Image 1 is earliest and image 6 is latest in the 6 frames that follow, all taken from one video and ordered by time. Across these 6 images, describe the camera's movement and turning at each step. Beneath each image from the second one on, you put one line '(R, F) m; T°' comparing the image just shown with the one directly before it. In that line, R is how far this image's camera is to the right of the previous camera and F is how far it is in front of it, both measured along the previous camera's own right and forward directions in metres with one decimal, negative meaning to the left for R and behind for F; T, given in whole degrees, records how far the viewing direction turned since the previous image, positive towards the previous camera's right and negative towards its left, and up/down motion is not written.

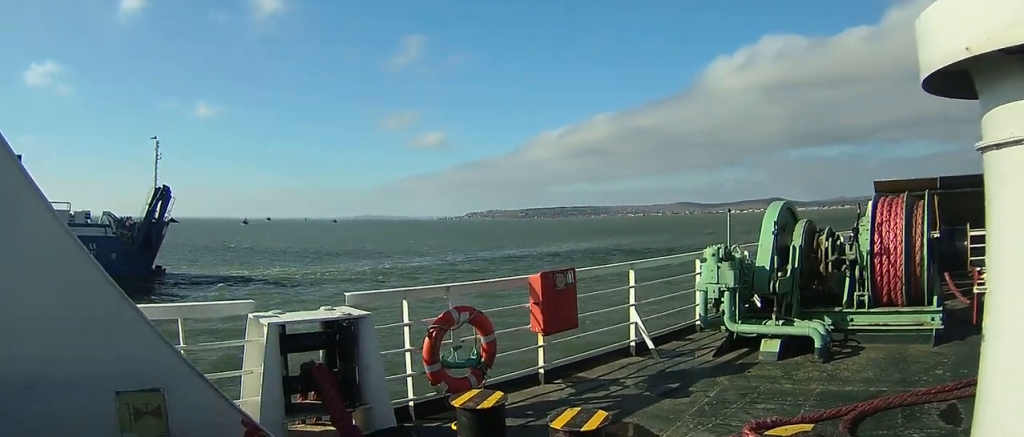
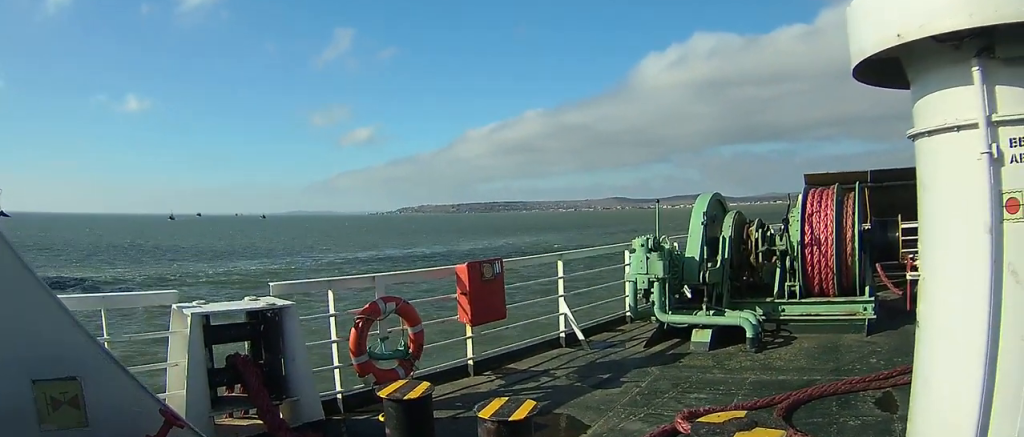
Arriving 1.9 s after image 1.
(-0.3, +8.9) m; 0°
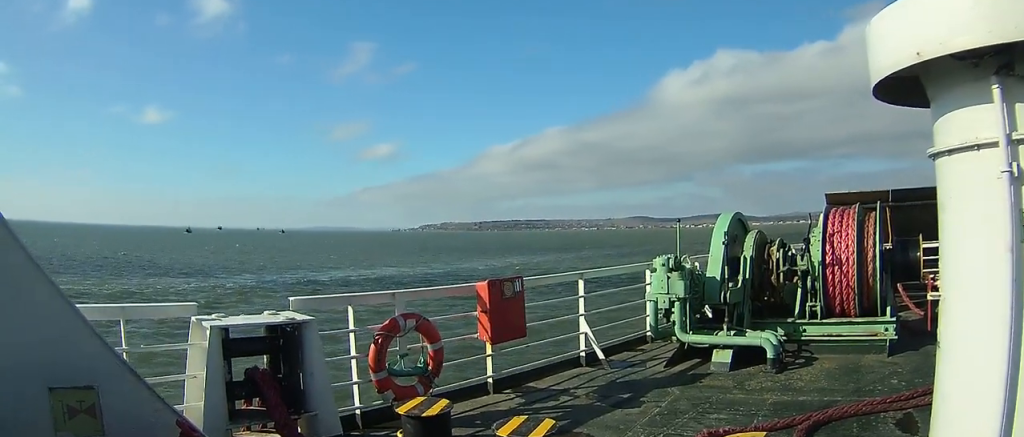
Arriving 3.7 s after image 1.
(+0.2, +8.1) m; +3°
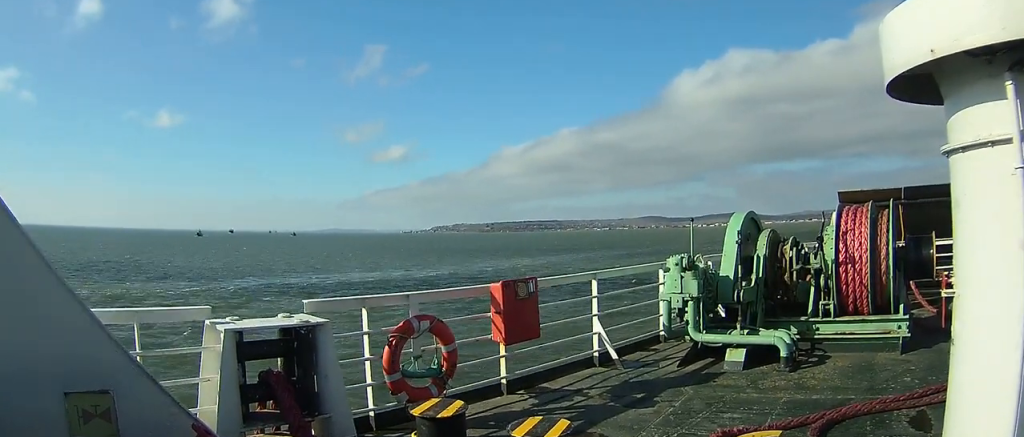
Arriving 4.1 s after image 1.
(0.0, +1.7) m; 0°
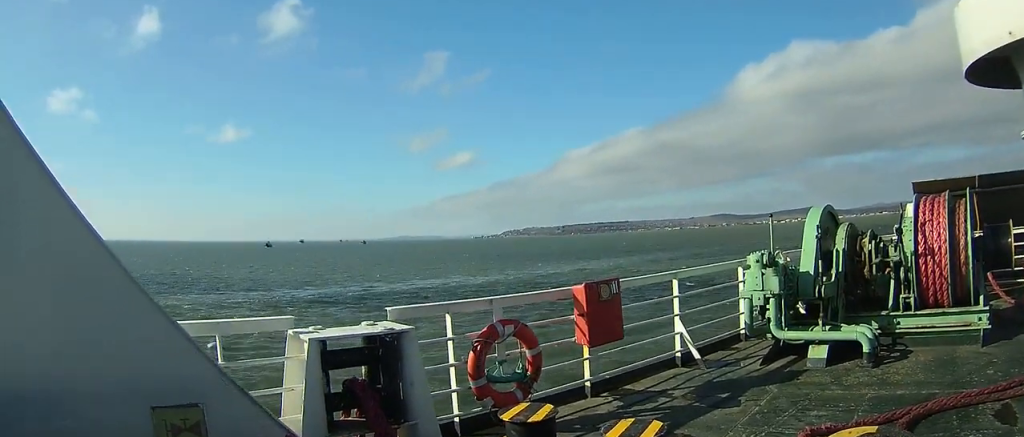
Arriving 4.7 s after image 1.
(0.0, +2.7) m; 0°
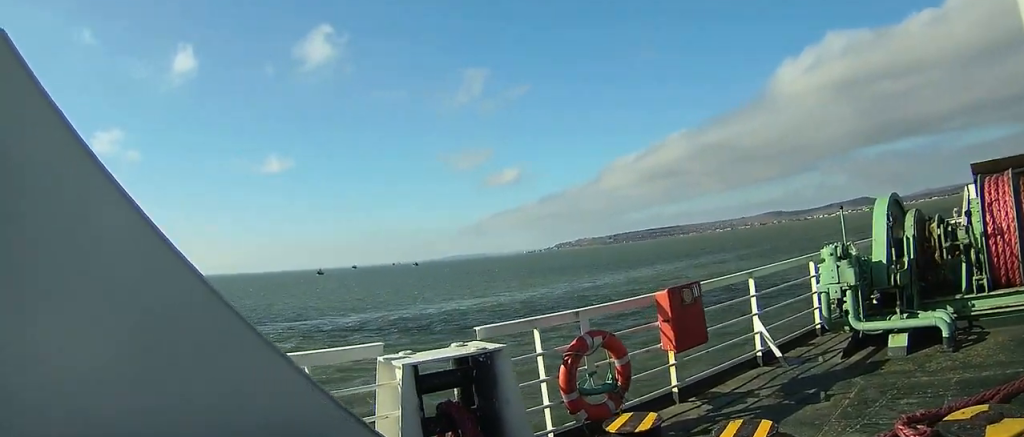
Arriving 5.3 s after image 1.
(0.0, +2.5) m; -1°
